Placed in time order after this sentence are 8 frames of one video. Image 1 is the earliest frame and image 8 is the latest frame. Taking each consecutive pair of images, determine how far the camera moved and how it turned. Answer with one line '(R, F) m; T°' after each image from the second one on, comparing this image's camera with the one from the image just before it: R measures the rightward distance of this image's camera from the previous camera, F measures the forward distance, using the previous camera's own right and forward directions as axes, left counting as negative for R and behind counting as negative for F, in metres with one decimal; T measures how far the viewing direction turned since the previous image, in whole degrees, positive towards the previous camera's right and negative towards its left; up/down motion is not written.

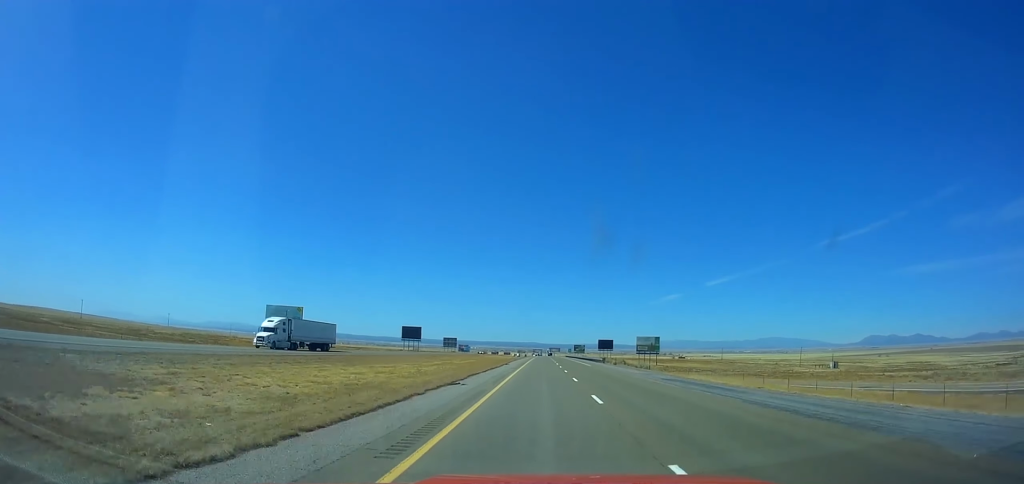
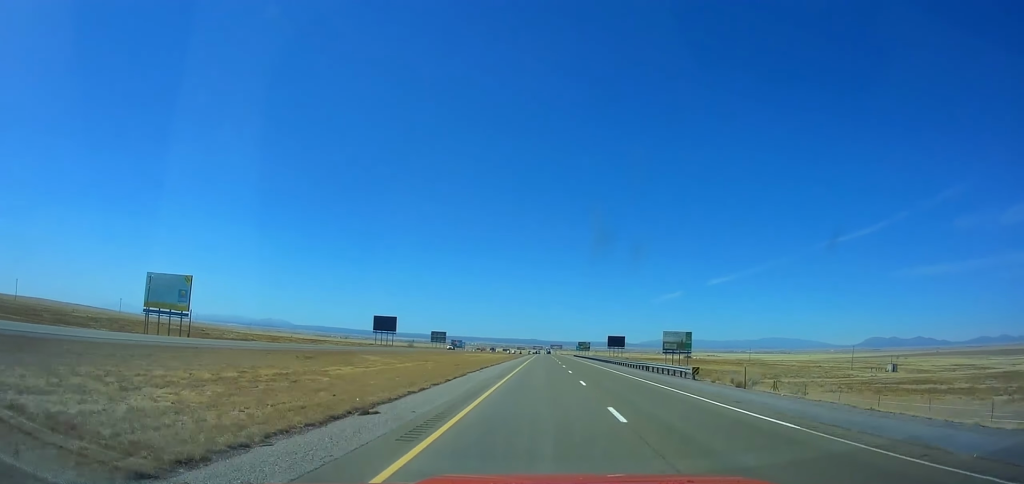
(0.0, +53.7) m; 0°
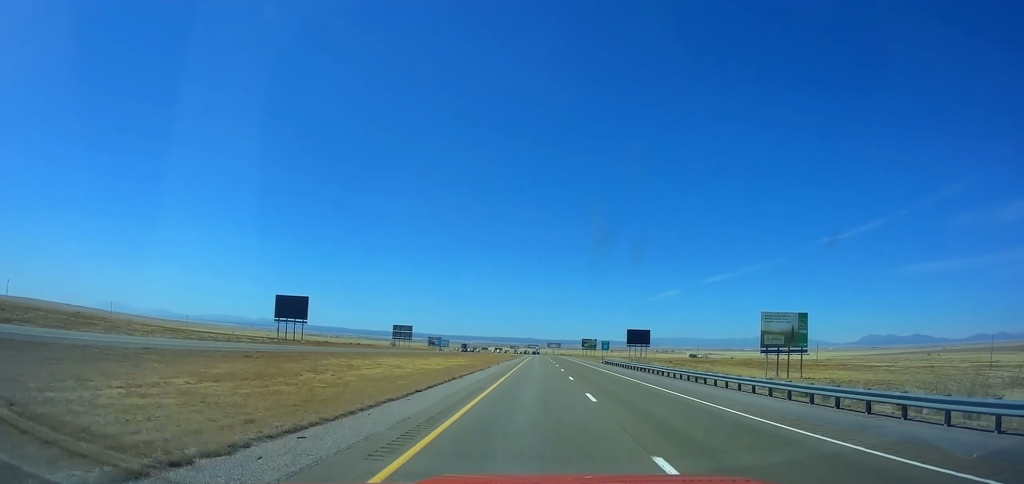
(0.0, +92.8) m; 0°
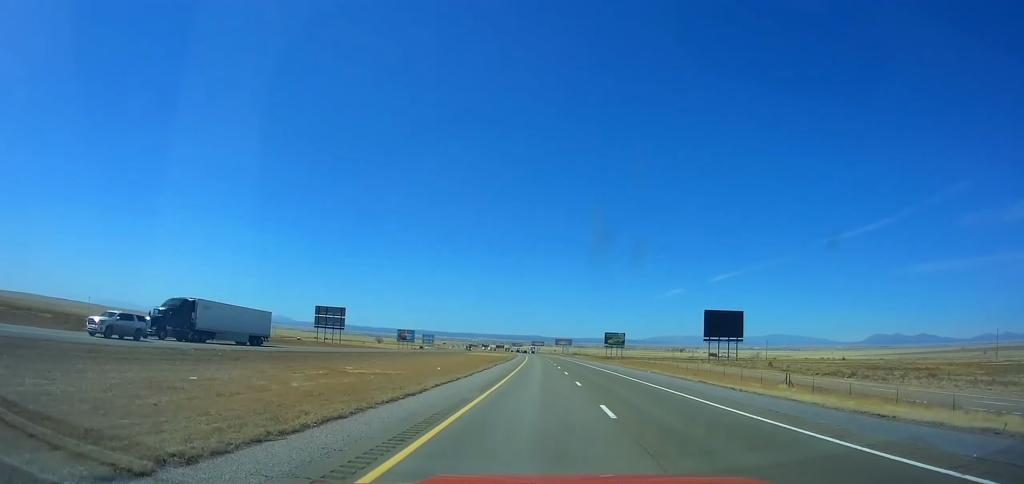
(0.0, +113.5) m; 0°
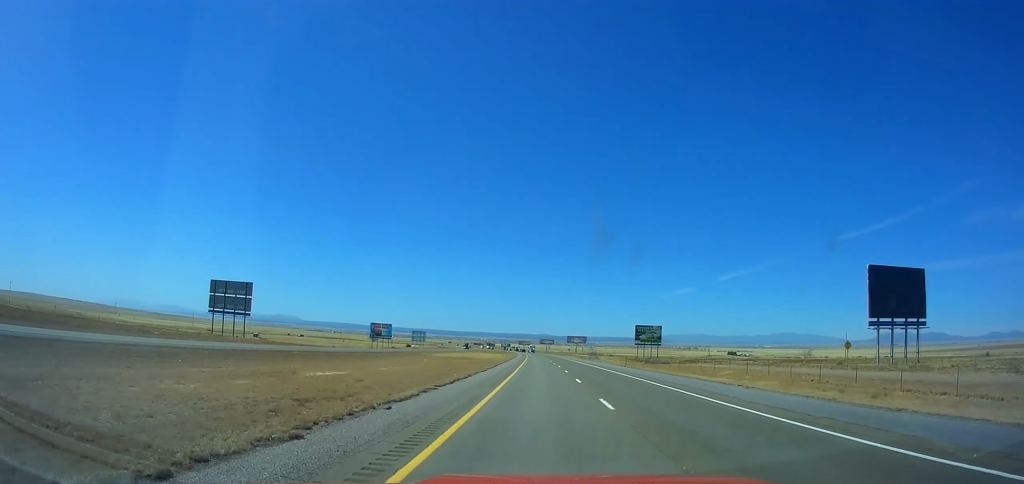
(-0.2, +69.7) m; -1°
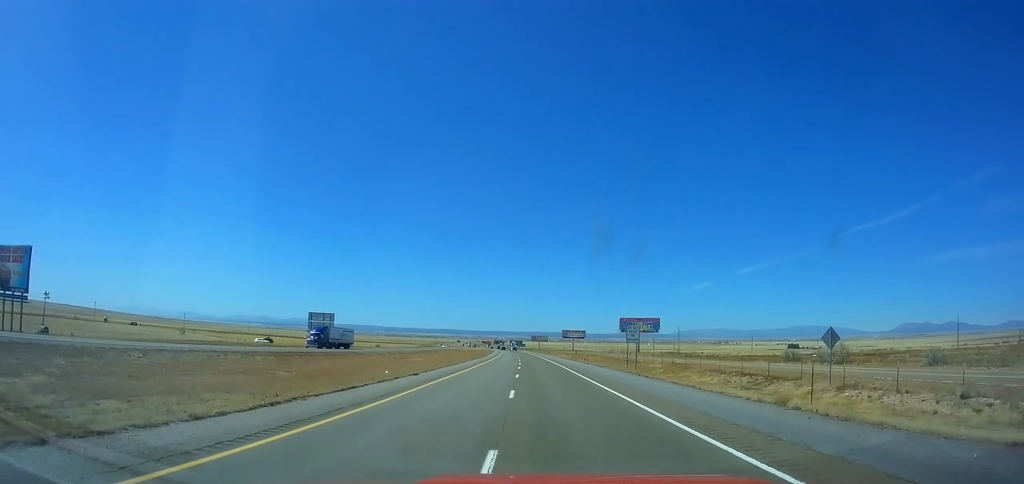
(-3.8, +202.8) m; -2°
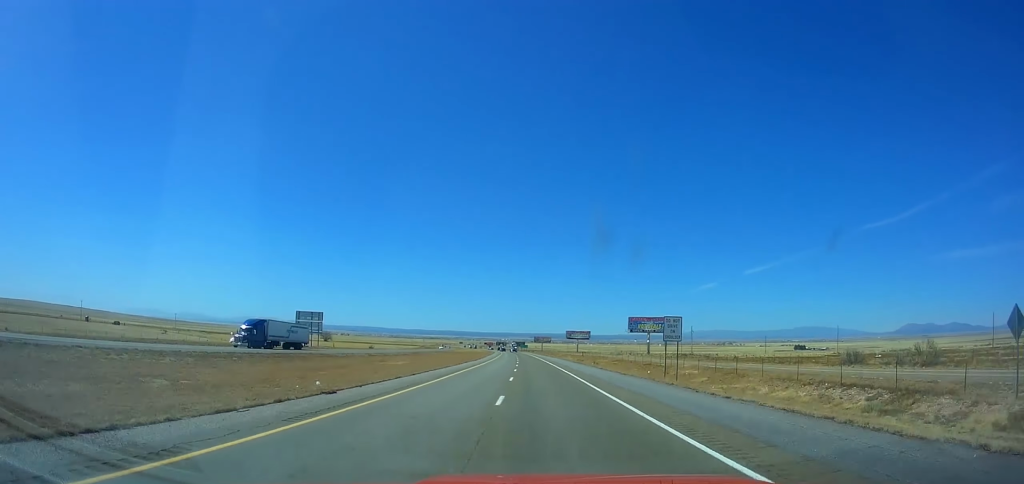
(-0.1, +44.6) m; -1°
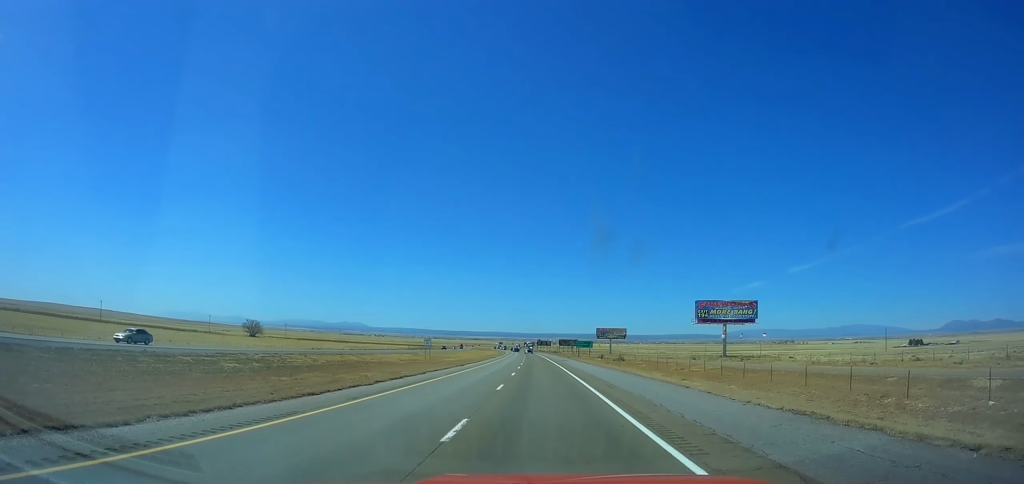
(-6.1, +200.4) m; -4°
